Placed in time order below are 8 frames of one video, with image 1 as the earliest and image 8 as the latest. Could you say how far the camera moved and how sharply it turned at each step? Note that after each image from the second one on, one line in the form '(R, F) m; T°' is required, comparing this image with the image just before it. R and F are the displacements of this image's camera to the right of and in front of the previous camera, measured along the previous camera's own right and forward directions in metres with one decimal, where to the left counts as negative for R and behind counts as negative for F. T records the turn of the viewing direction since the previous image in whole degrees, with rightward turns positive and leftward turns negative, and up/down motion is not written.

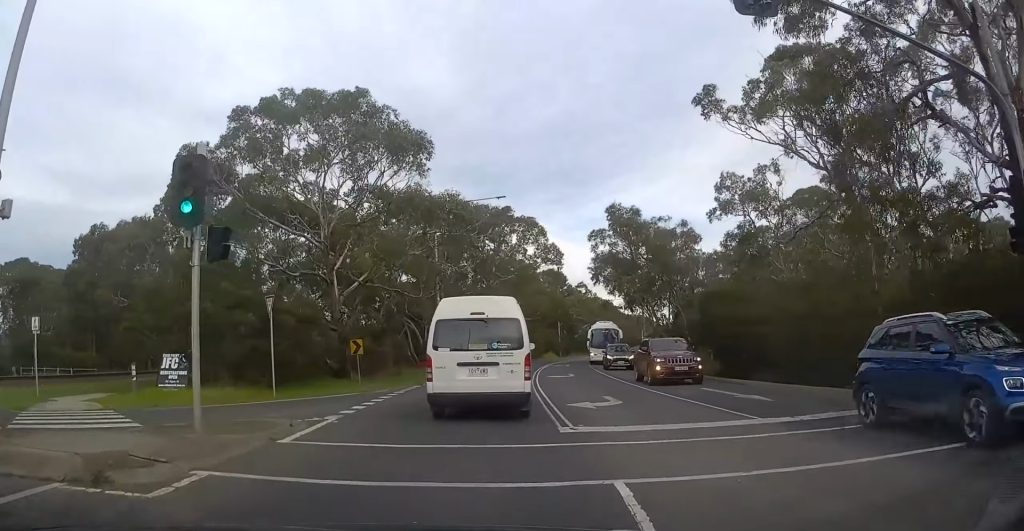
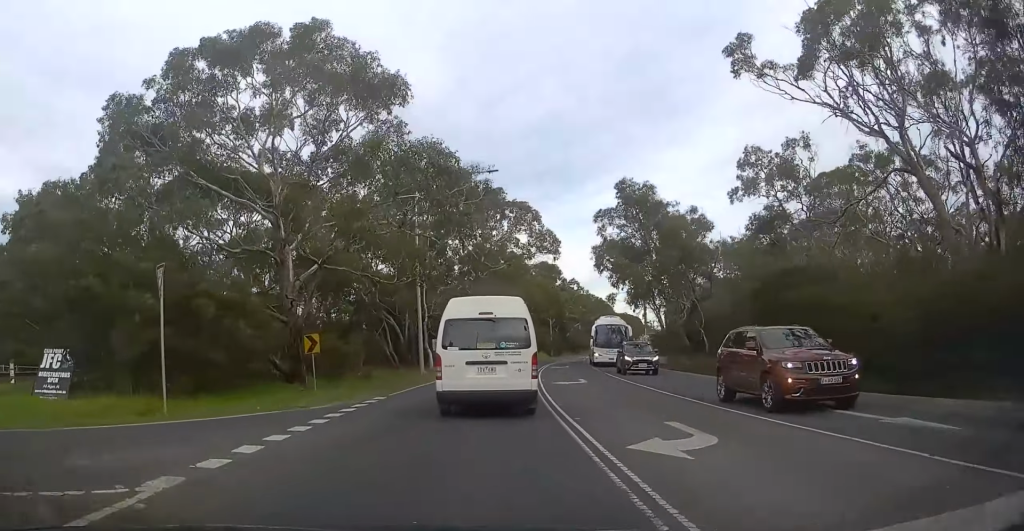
(-0.1, +6.7) m; +1°
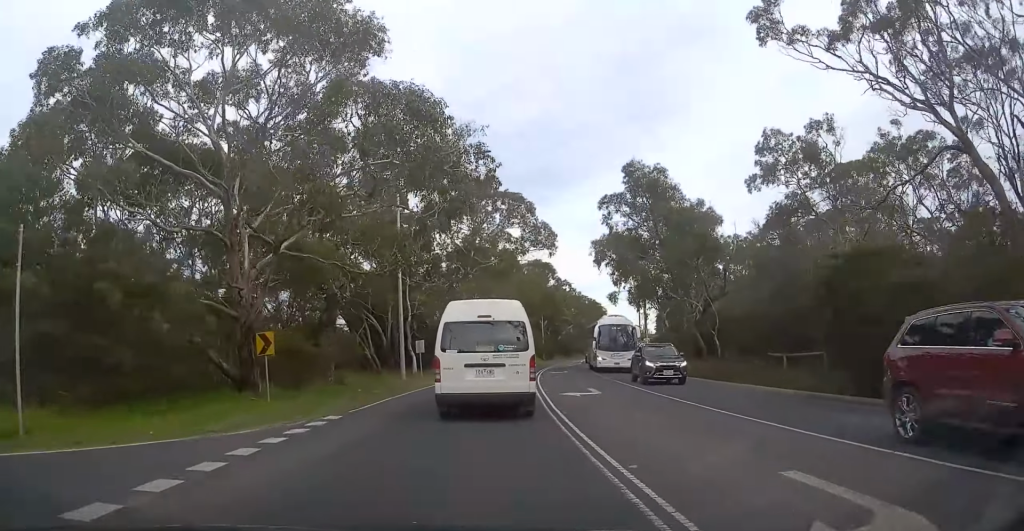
(-0.1, +4.8) m; +1°
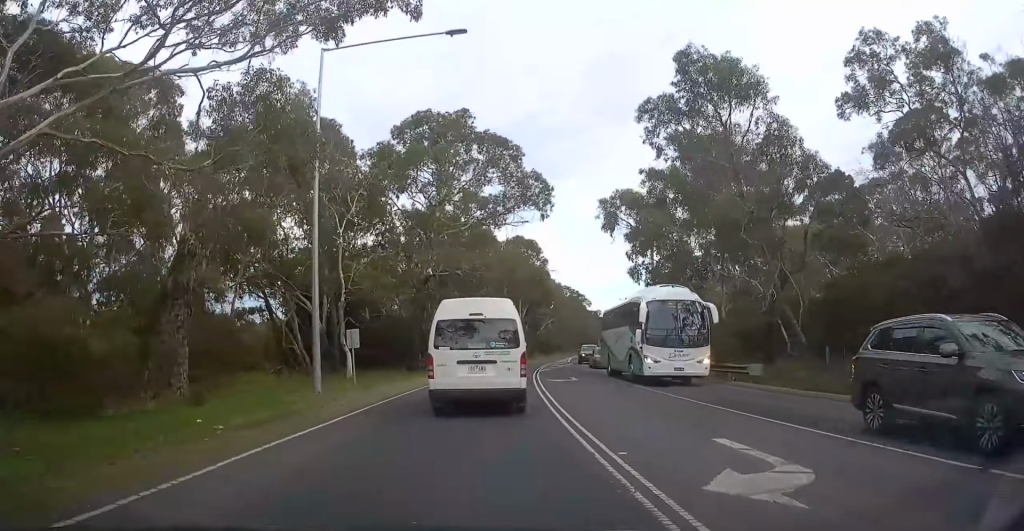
(+0.7, +14.0) m; +3°
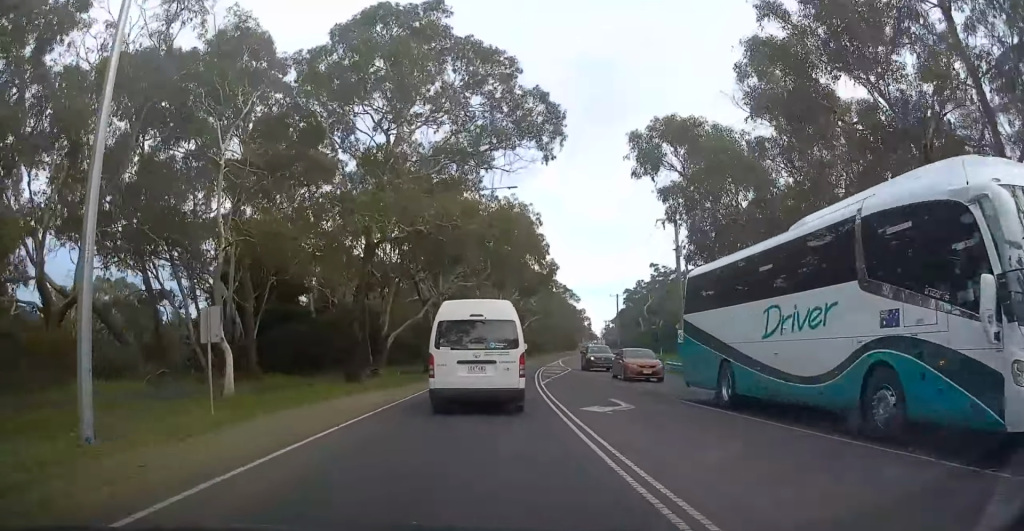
(+0.2, +12.7) m; +3°
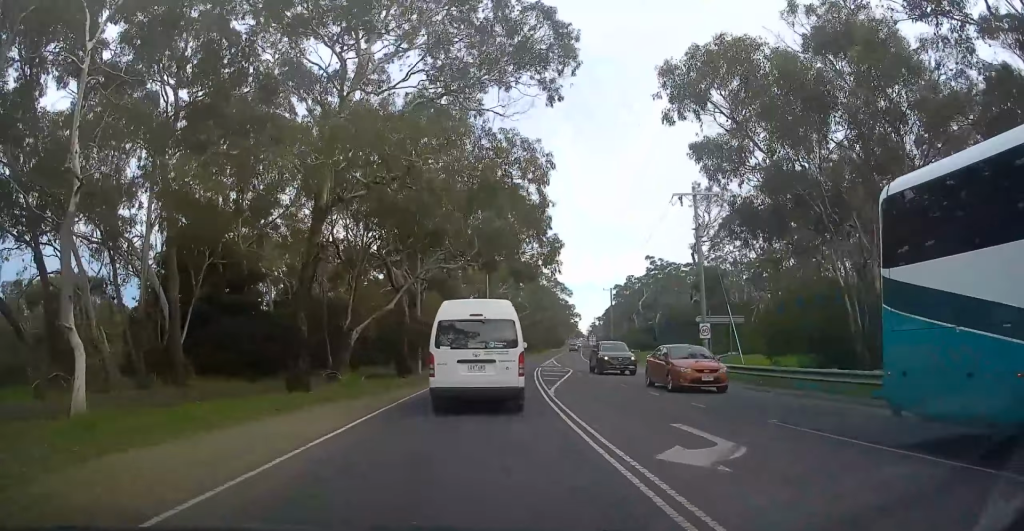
(+0.2, +6.8) m; +3°
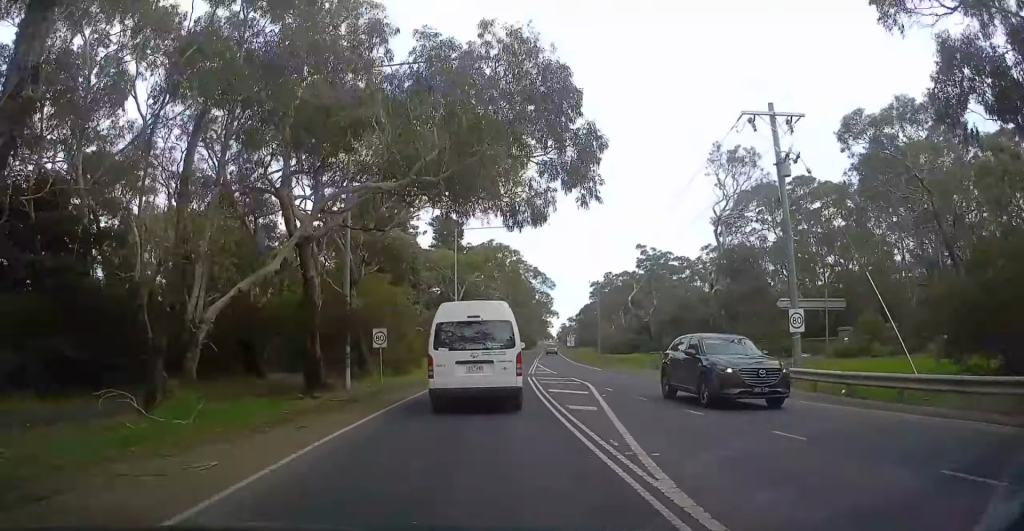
(+0.5, +13.9) m; +2°
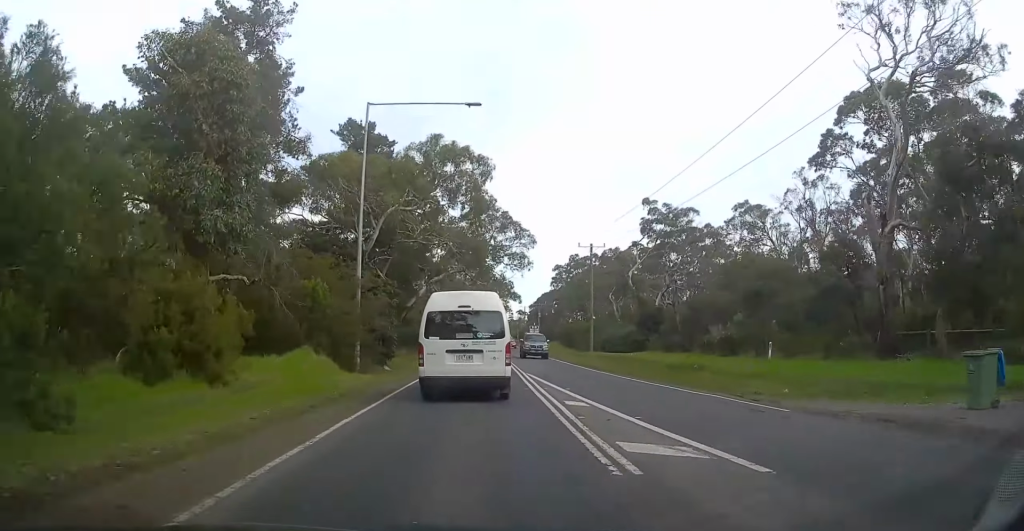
(+0.9, +30.0) m; +4°
